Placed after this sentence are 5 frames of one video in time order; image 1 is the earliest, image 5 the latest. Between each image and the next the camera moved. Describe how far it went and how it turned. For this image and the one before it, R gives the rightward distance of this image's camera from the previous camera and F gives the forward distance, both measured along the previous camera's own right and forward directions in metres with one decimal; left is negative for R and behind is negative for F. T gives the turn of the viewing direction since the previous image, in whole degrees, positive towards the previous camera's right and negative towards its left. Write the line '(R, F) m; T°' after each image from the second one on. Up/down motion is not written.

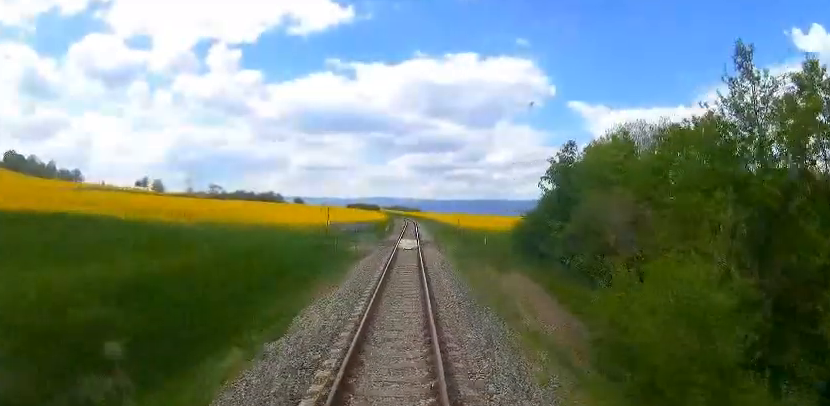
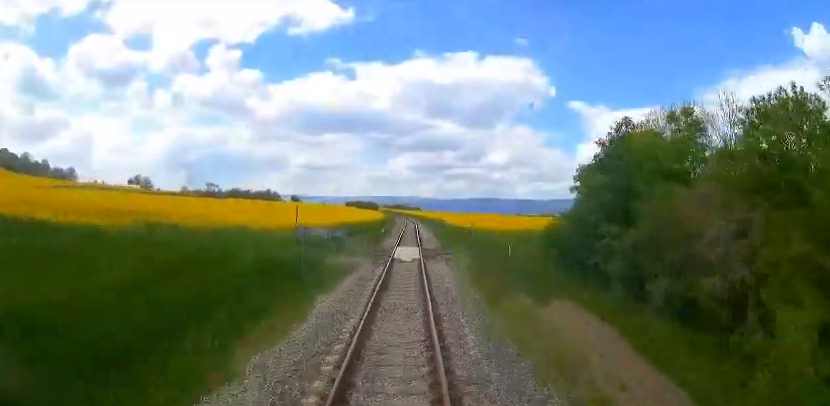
(-0.4, +7.0) m; 0°
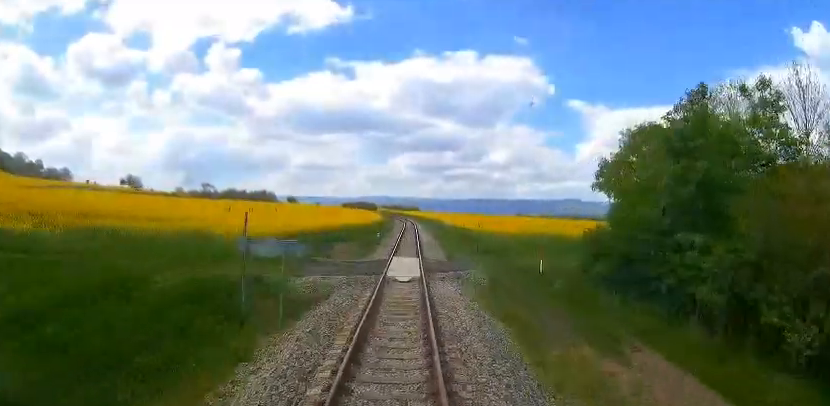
(+0.3, +5.6) m; +1°
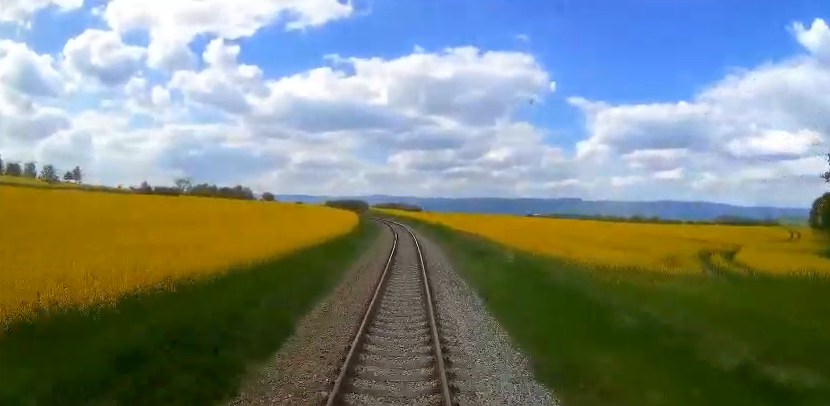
(+0.6, +39.4) m; 0°
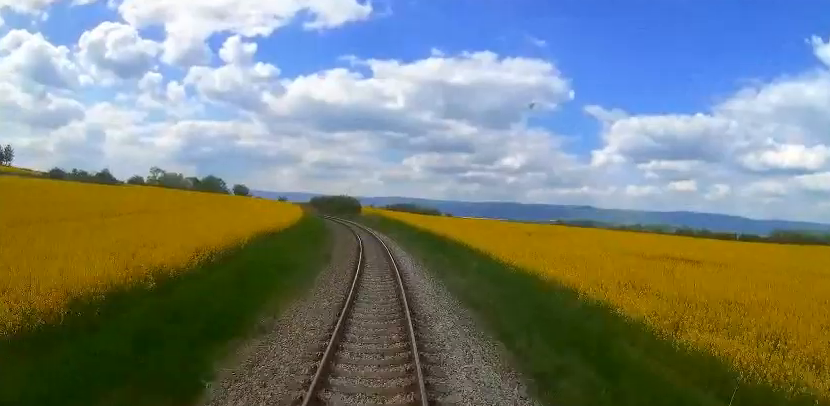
(-0.4, +46.4) m; -4°
